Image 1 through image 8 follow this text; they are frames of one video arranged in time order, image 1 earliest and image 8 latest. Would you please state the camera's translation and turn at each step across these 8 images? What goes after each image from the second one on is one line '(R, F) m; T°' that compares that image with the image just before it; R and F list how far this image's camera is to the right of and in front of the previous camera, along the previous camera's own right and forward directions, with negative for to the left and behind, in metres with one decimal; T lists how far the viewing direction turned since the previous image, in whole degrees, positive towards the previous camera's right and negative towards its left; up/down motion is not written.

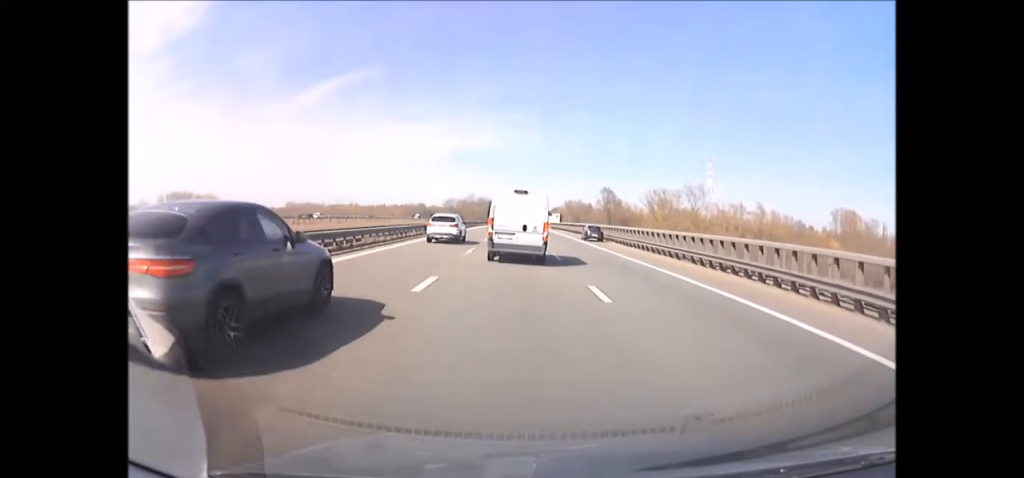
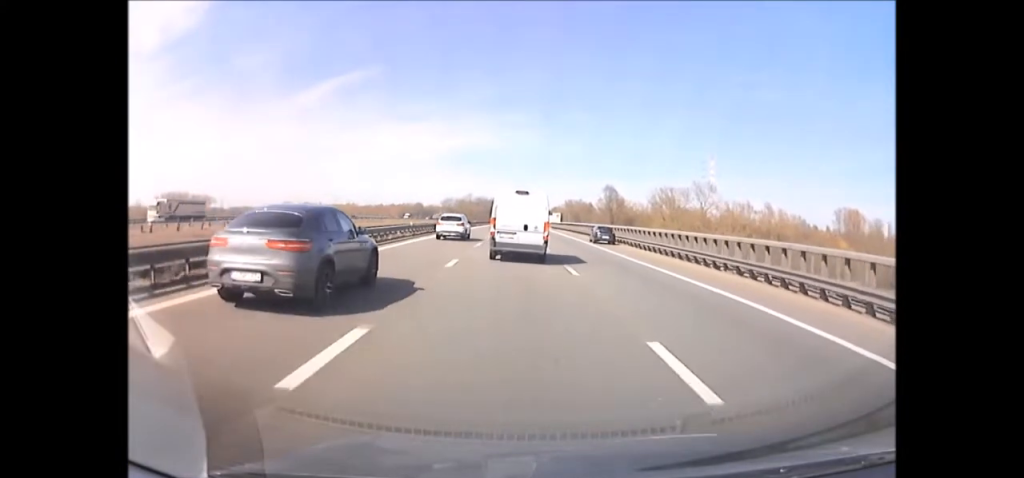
(0.0, +5.4) m; 0°
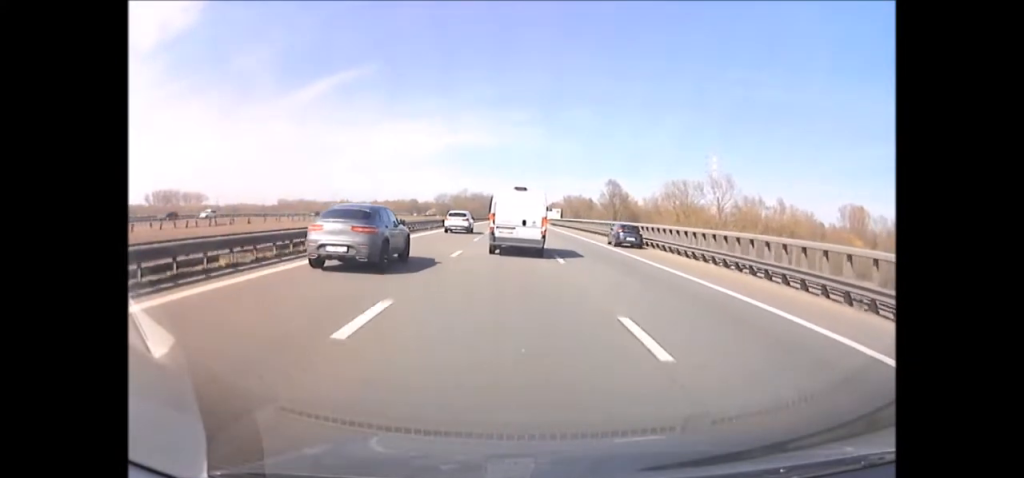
(0.0, +9.2) m; 0°
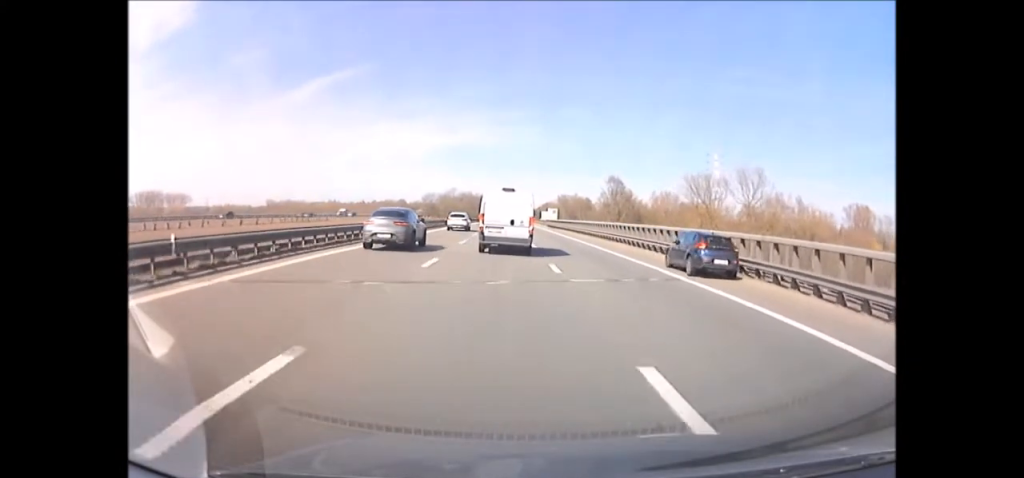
(+0.1, +14.2) m; +1°
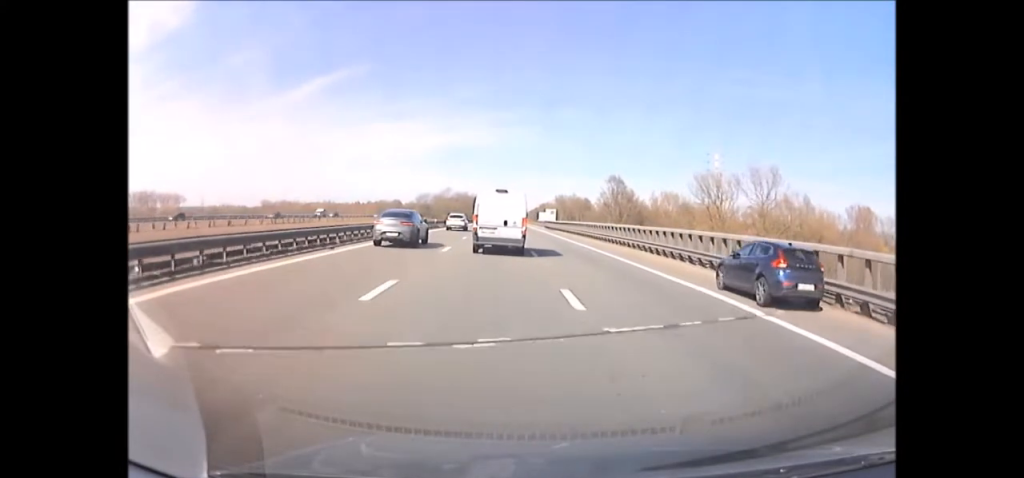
(0.0, +5.9) m; 0°
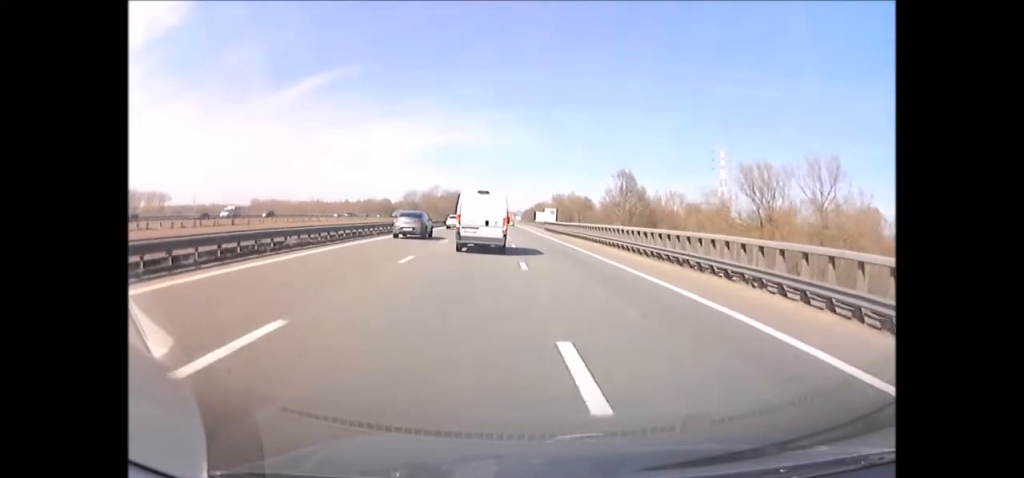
(+0.2, +16.6) m; +1°
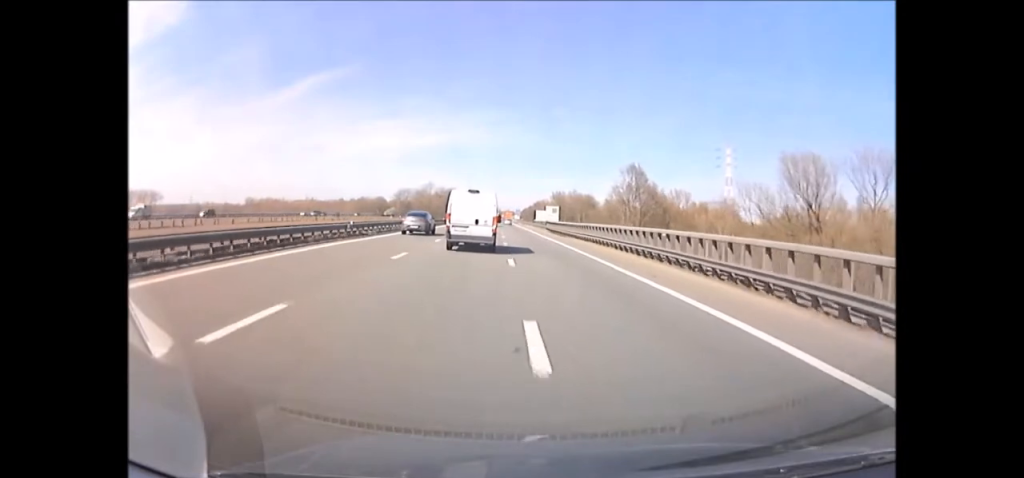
(0.0, +10.3) m; 0°
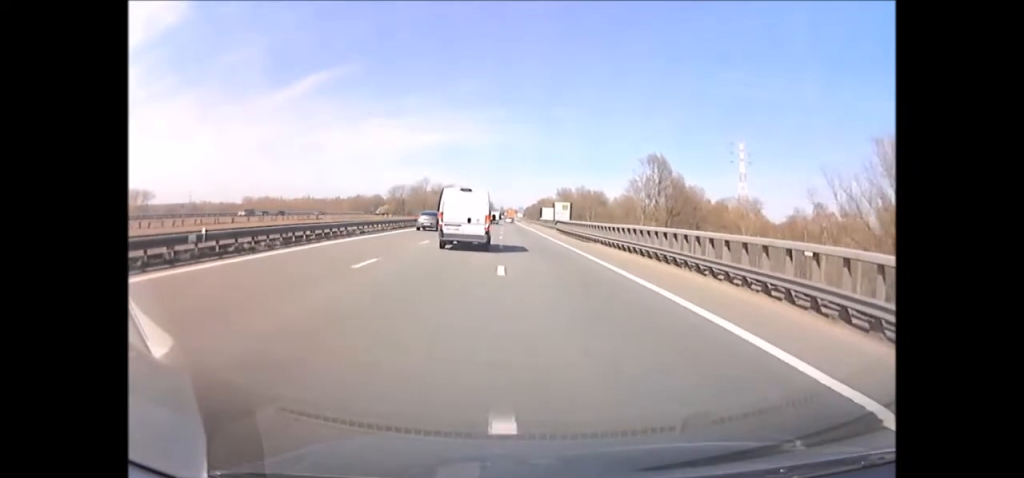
(0.0, +15.0) m; 0°
